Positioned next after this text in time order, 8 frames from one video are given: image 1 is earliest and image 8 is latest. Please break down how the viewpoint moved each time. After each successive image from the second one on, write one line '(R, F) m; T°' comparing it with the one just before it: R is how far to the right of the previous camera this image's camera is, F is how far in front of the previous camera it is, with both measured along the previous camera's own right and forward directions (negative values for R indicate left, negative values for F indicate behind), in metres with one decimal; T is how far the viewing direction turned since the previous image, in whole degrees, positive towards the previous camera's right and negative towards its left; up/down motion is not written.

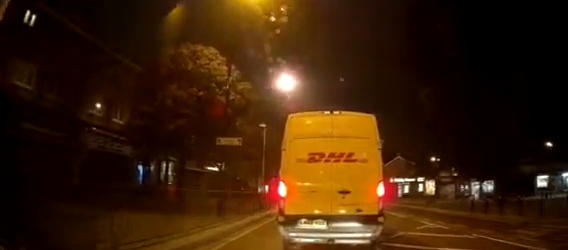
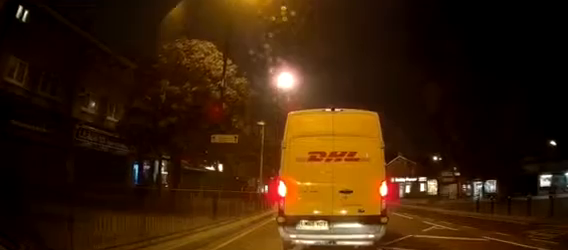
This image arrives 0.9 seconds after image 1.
(+0.2, +1.1) m; 0°
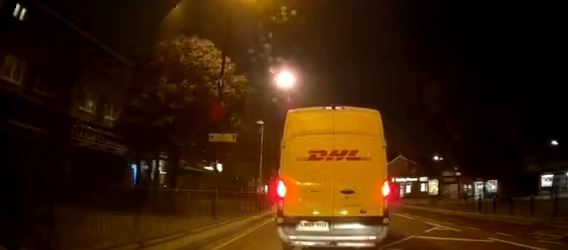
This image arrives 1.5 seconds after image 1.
(+0.2, +0.5) m; 0°
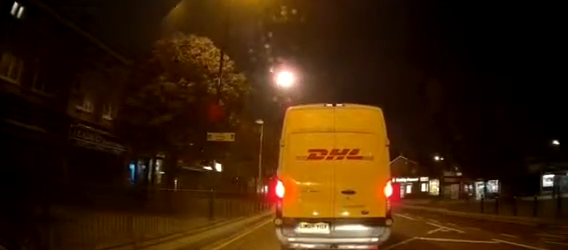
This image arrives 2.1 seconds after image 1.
(+0.3, +0.5) m; 0°
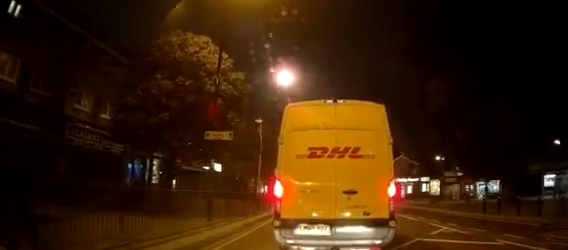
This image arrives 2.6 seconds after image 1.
(-0.1, +0.3) m; 0°
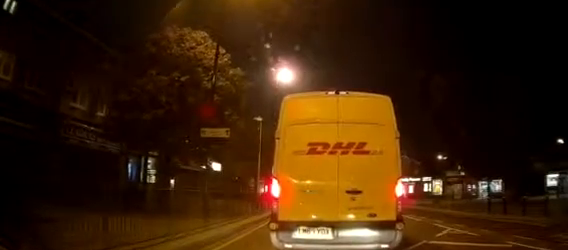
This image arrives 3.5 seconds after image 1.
(-0.2, +0.5) m; 0°
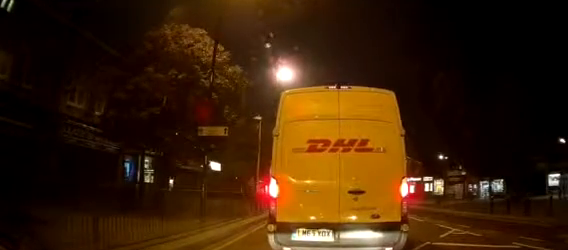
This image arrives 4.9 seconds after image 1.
(-0.3, +0.4) m; 0°
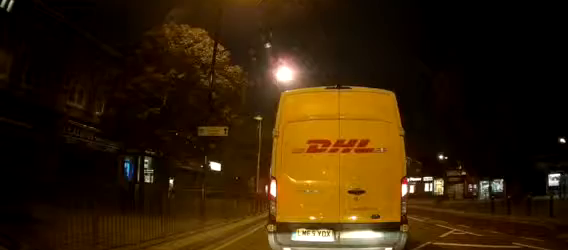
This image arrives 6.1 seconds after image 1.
(-0.1, +0.2) m; 0°
